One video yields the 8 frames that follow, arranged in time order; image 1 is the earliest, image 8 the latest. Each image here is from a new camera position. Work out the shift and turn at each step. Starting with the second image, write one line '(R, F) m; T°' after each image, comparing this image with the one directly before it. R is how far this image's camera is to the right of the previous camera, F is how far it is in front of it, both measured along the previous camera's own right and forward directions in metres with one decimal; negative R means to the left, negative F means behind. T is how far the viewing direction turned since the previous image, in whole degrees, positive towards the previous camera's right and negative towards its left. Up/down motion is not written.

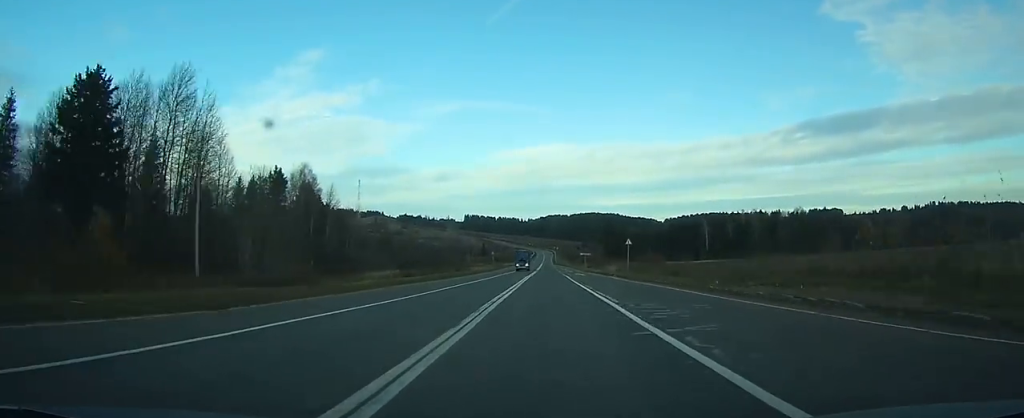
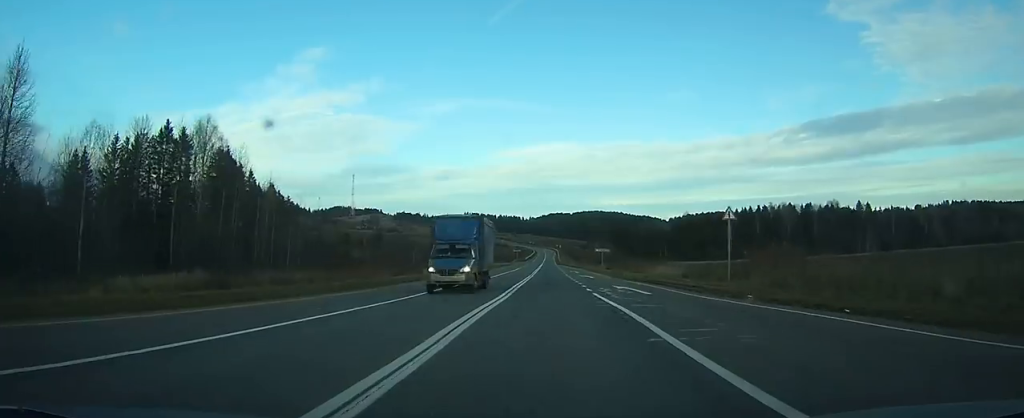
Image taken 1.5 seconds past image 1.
(-0.1, +40.4) m; 0°
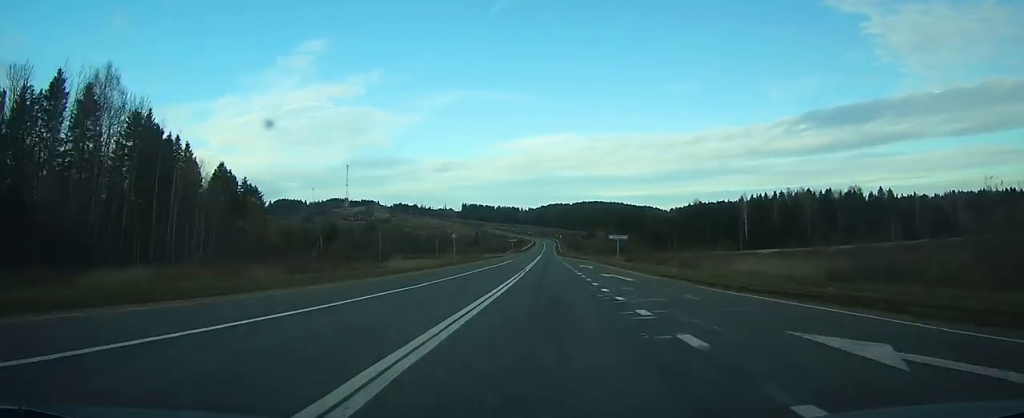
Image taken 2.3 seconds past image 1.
(0.0, +23.9) m; 0°
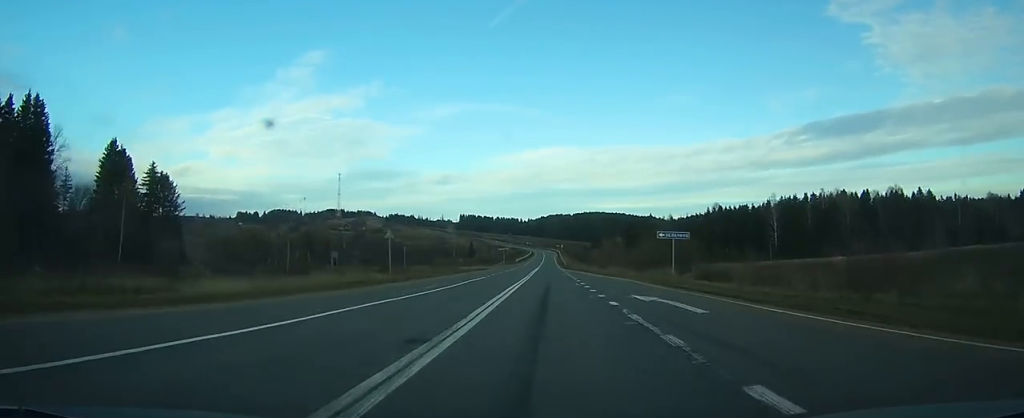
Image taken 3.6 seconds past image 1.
(0.0, +35.1) m; 0°
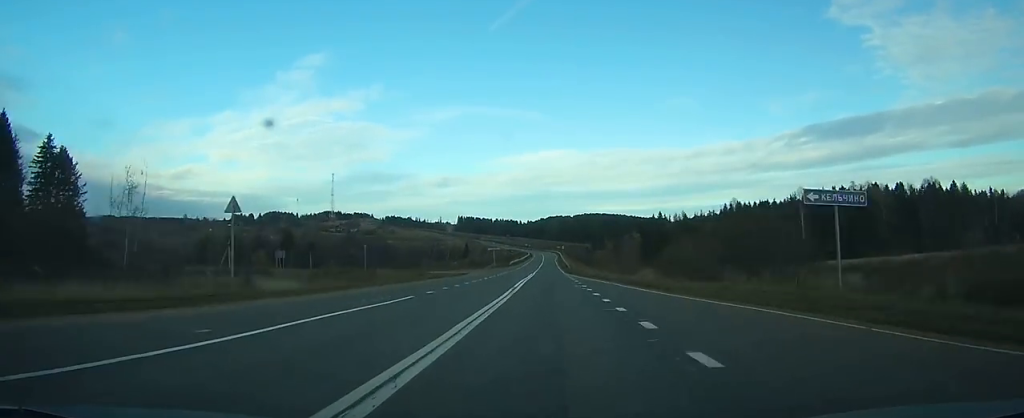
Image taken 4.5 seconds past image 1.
(0.0, +25.9) m; 0°
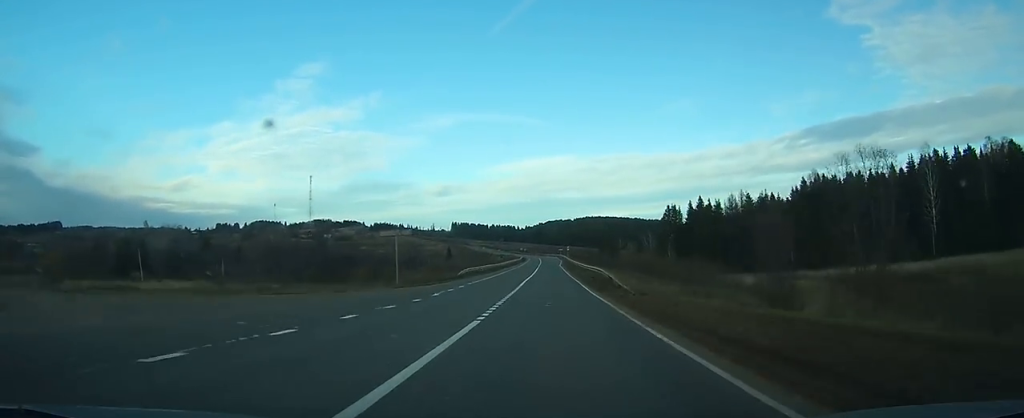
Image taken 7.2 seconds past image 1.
(+0.2, +74.8) m; 0°
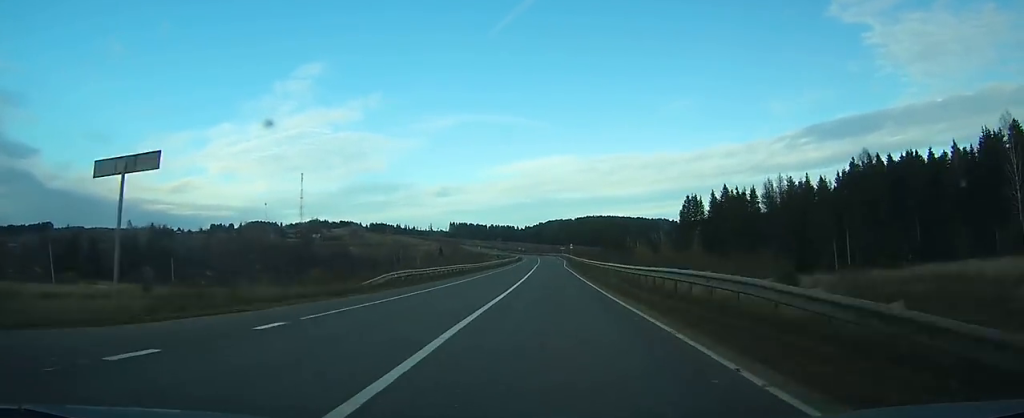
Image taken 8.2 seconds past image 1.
(0.0, +28.3) m; 0°
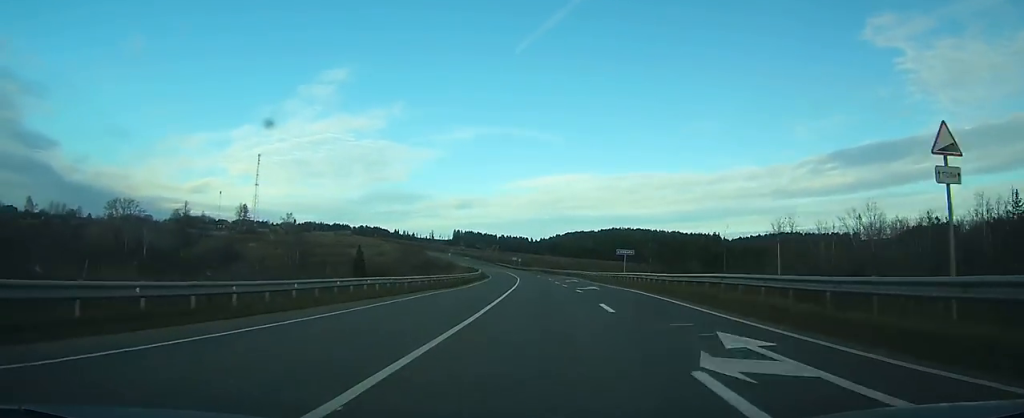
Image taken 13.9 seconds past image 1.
(+0.1, +162.8) m; -1°
